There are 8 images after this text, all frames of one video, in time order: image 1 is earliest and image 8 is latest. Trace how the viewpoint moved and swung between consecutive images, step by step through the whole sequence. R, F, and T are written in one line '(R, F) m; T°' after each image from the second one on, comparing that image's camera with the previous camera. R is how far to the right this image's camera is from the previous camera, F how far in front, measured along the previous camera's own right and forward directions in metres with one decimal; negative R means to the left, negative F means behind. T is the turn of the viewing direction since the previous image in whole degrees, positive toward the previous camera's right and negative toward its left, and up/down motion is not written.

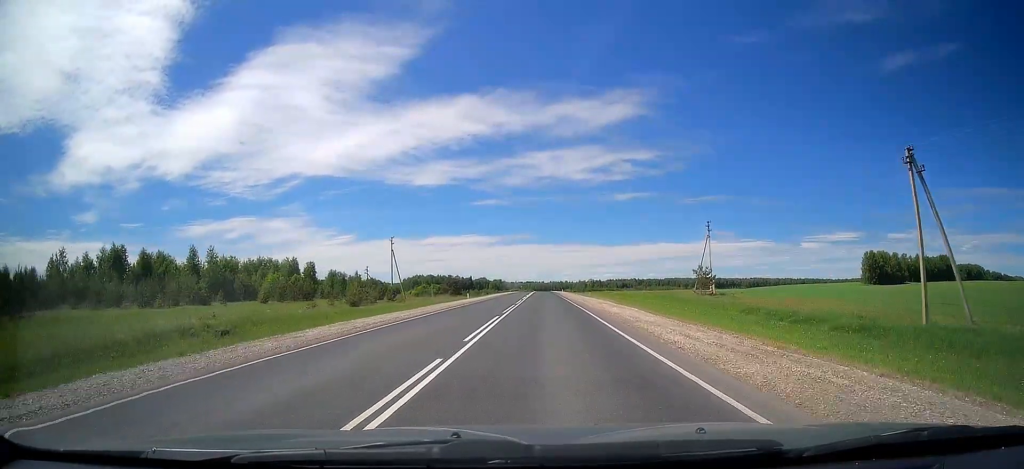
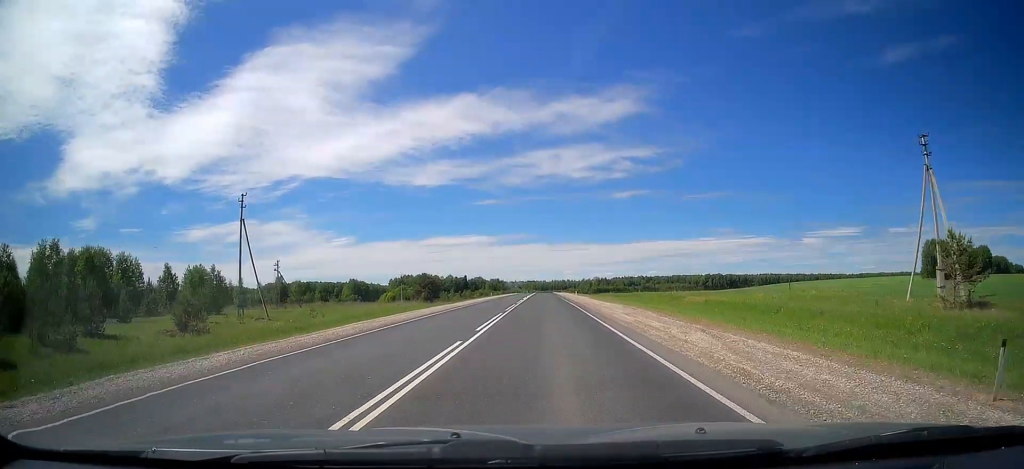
(+0.2, +56.3) m; -1°
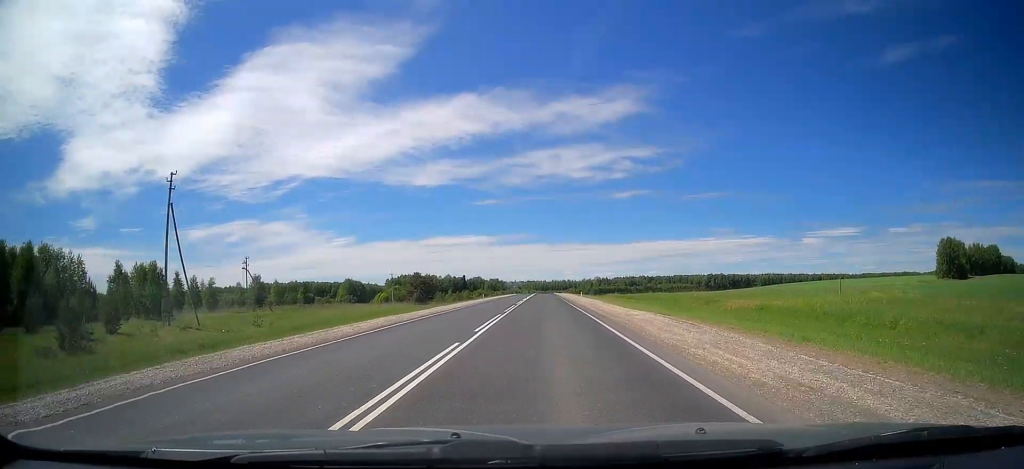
(-0.1, +12.1) m; 0°
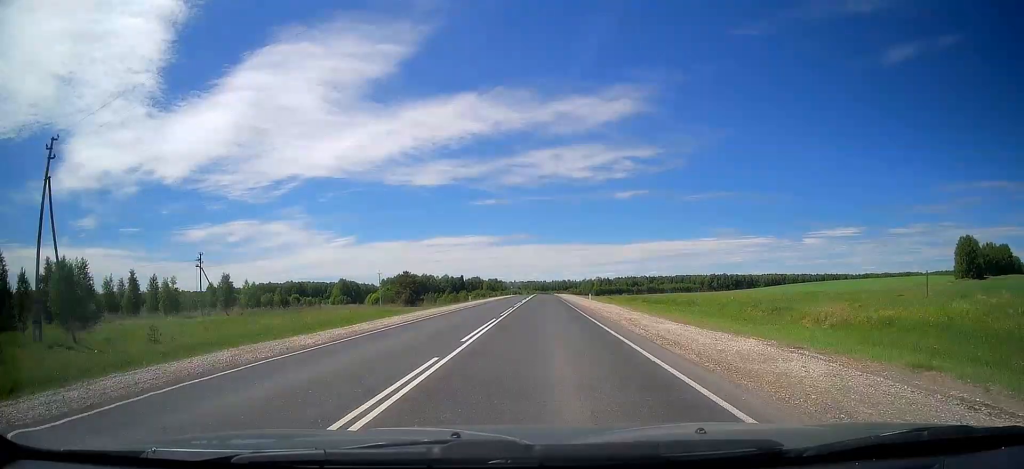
(0.0, +14.2) m; 0°
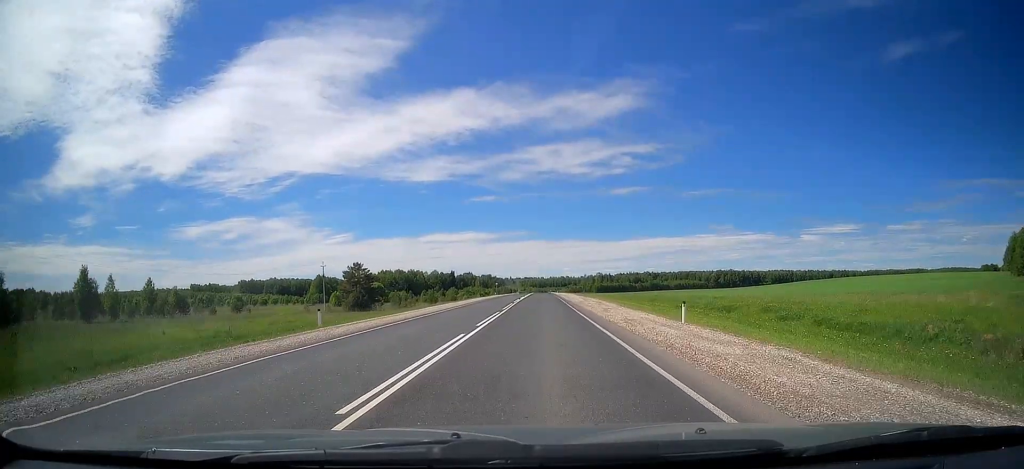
(+0.6, +42.9) m; 0°
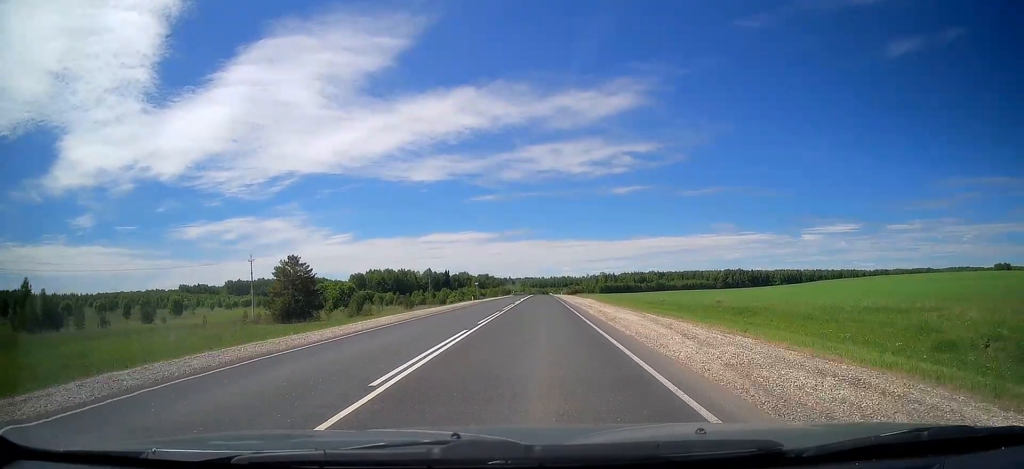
(-0.5, +34.0) m; -1°
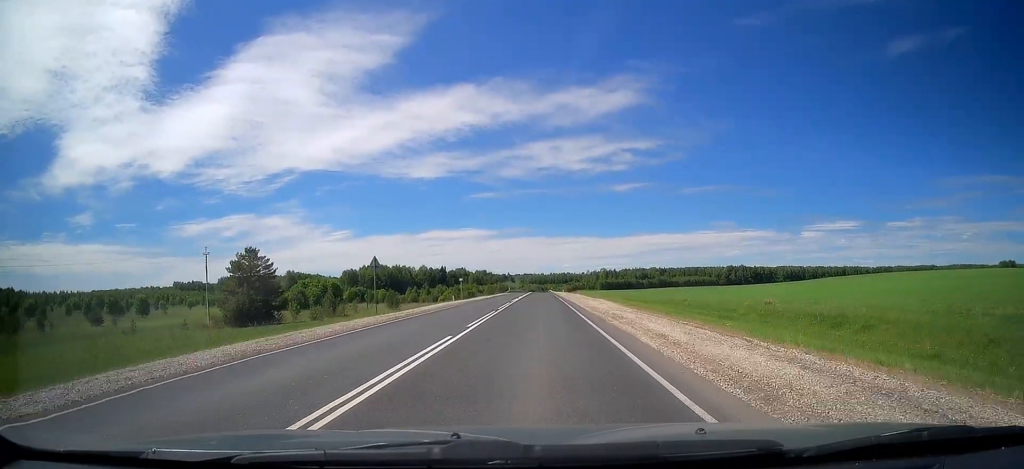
(0.0, +14.5) m; 0°
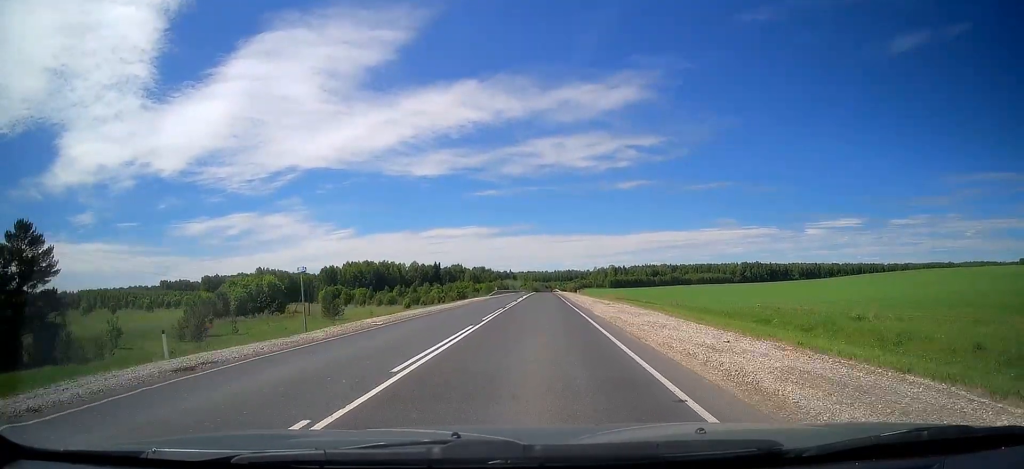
(+0.6, +44.5) m; 0°
